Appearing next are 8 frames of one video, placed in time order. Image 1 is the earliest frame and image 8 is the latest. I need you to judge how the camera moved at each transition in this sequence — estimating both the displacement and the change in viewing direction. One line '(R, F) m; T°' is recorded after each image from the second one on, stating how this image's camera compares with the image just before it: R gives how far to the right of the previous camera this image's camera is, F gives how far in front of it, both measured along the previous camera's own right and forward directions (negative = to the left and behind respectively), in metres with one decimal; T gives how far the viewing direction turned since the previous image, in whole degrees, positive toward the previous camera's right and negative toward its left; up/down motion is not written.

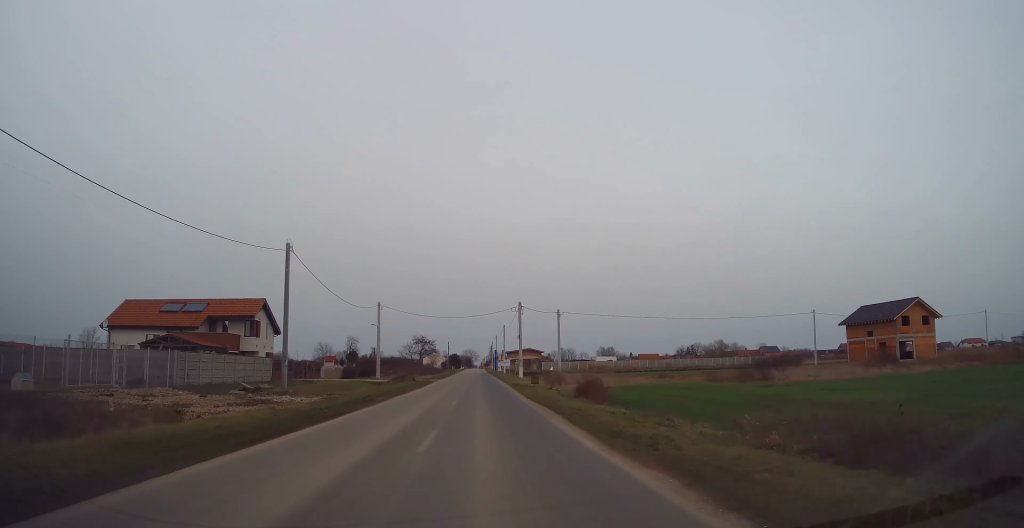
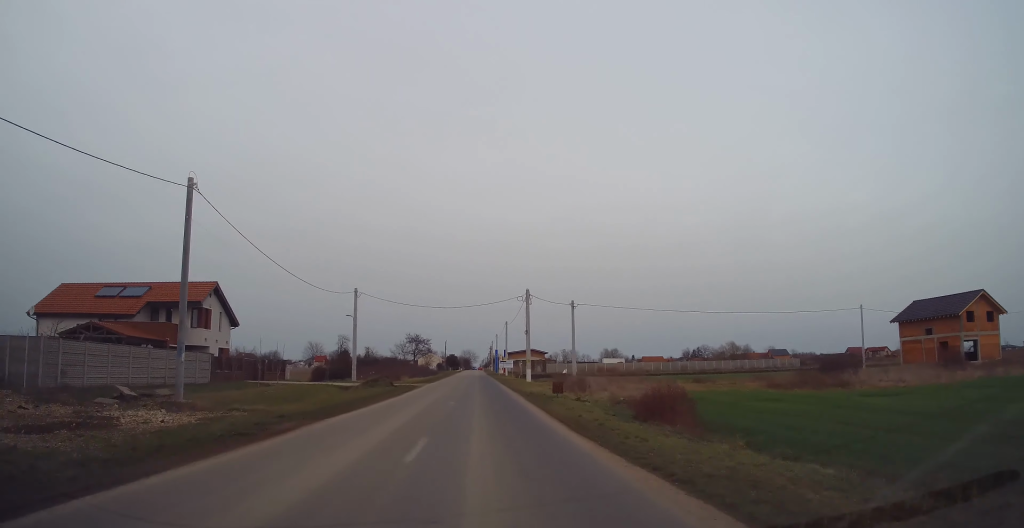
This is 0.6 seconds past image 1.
(+0.2, +12.8) m; 0°
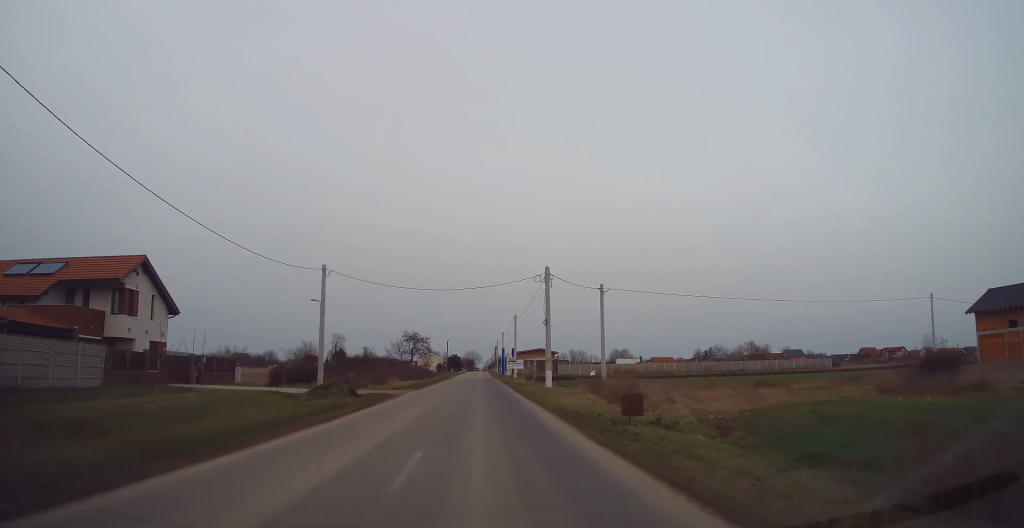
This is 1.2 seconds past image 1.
(+0.2, +13.5) m; 0°
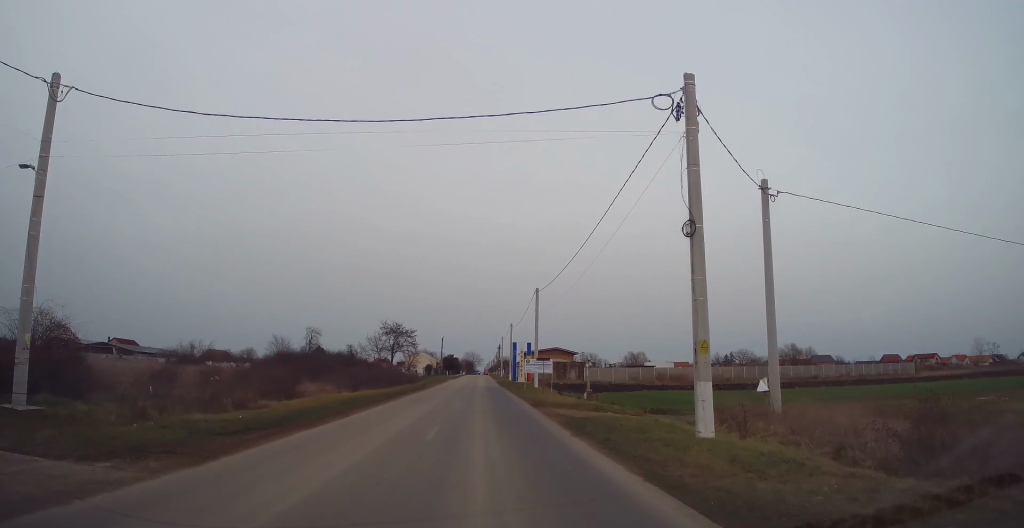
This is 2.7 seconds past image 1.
(-0.5, +30.2) m; -1°
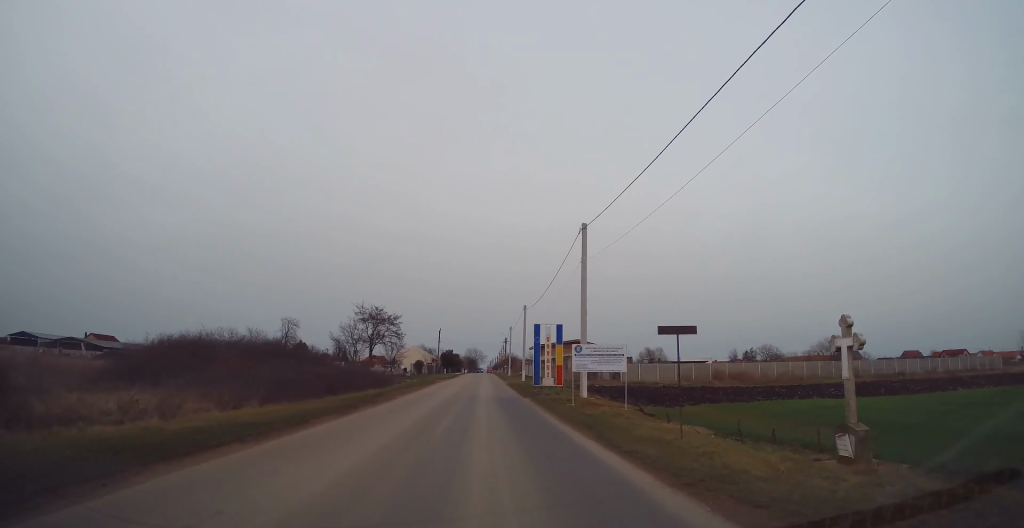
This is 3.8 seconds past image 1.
(+0.1, +22.6) m; 0°
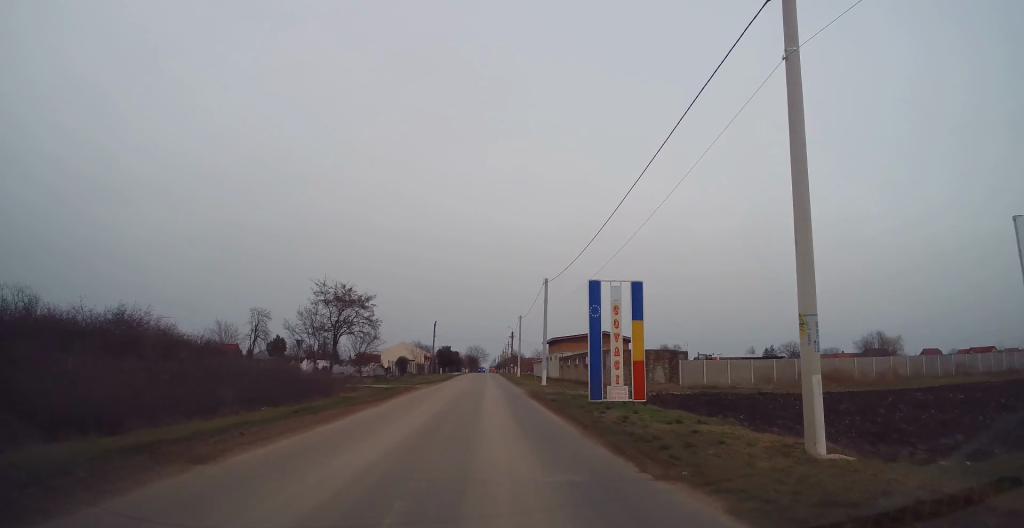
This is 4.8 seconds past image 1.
(0.0, +20.0) m; 0°
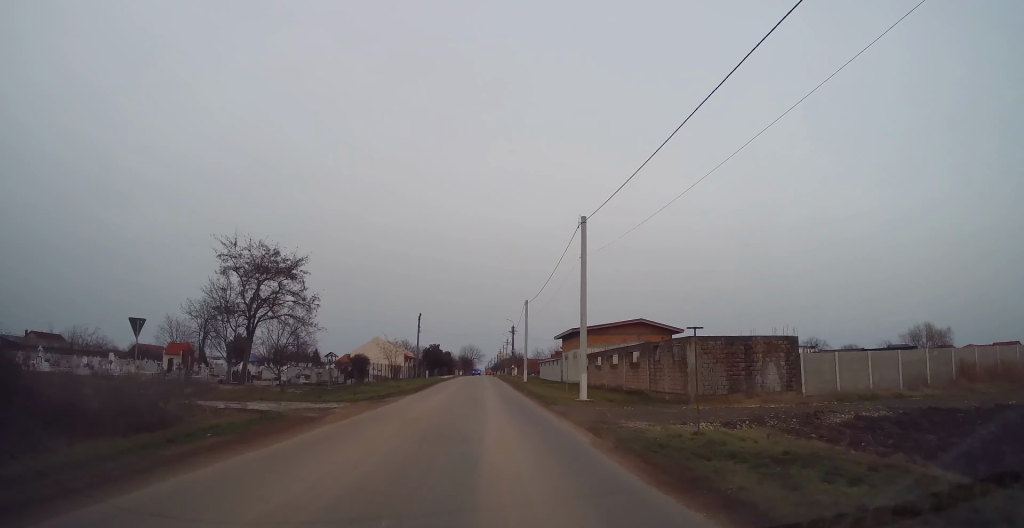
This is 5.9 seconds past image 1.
(-0.1, +21.8) m; 0°
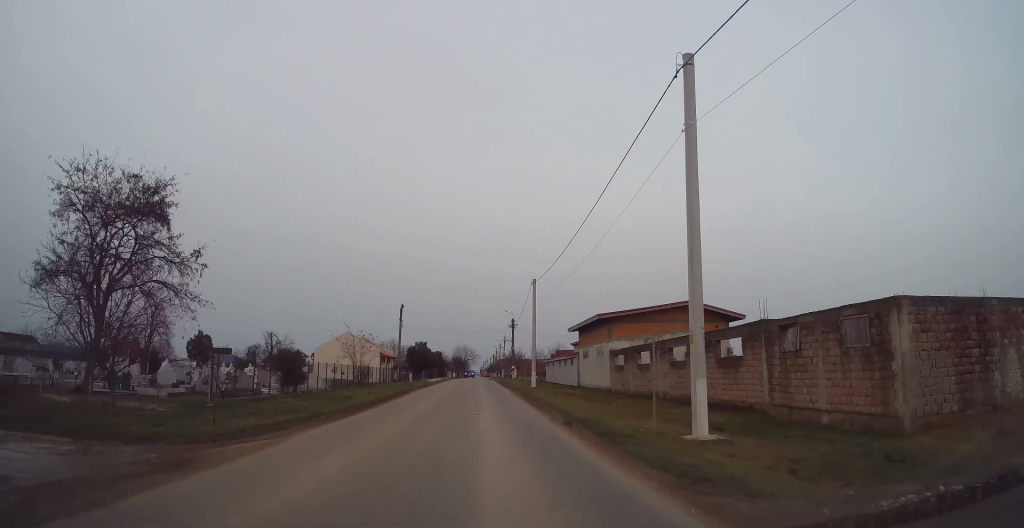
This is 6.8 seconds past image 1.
(+0.1, +16.6) m; 0°
